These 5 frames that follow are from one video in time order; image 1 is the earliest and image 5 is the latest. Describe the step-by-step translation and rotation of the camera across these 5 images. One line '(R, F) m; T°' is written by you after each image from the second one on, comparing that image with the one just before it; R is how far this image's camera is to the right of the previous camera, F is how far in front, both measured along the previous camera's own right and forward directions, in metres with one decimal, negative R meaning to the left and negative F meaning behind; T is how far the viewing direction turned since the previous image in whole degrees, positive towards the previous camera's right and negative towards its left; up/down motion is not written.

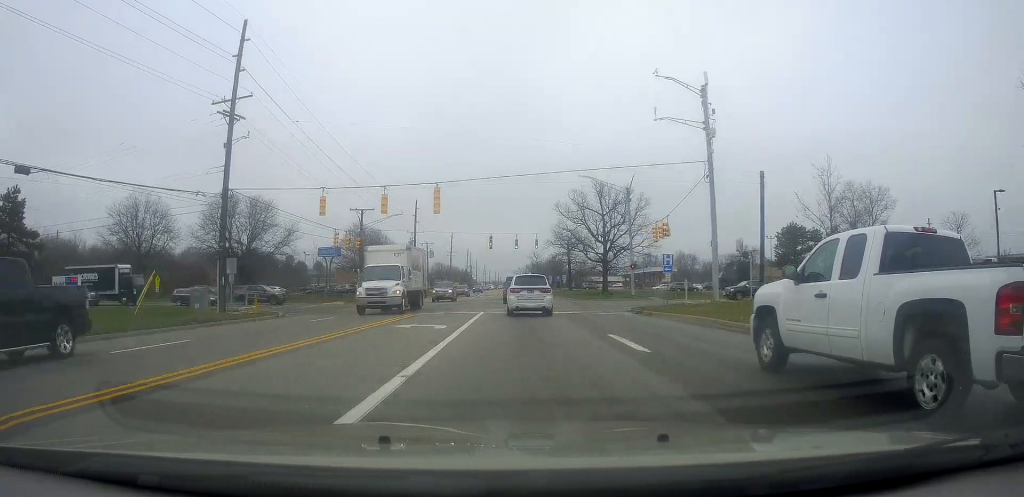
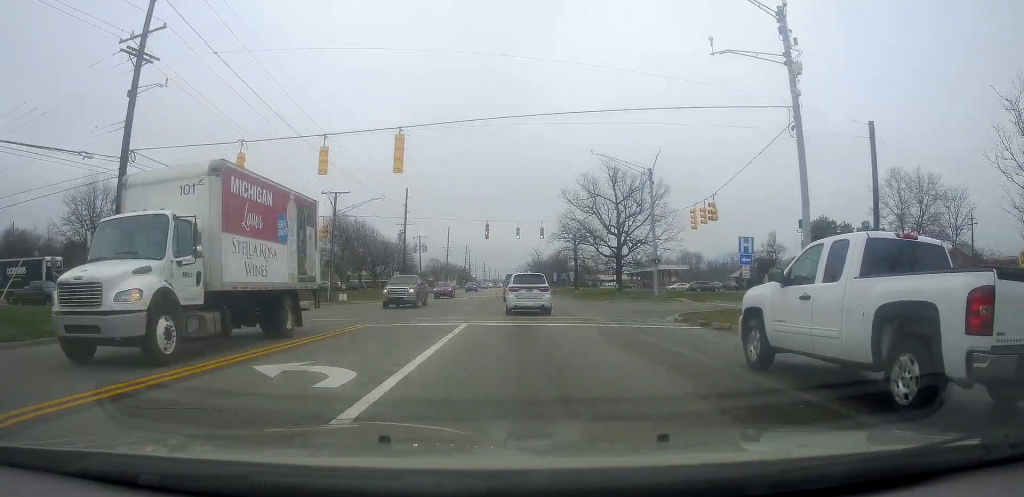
(0.0, +10.4) m; +1°
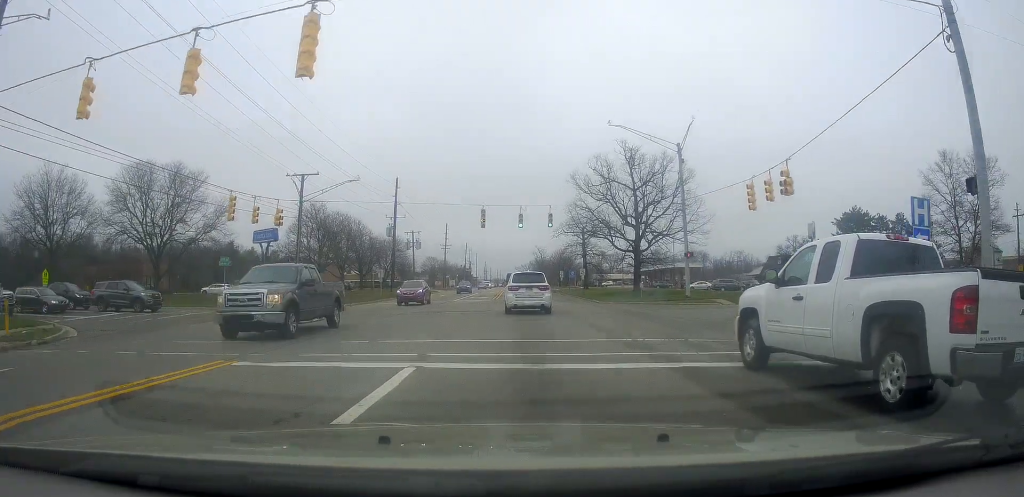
(+0.3, +9.5) m; +2°
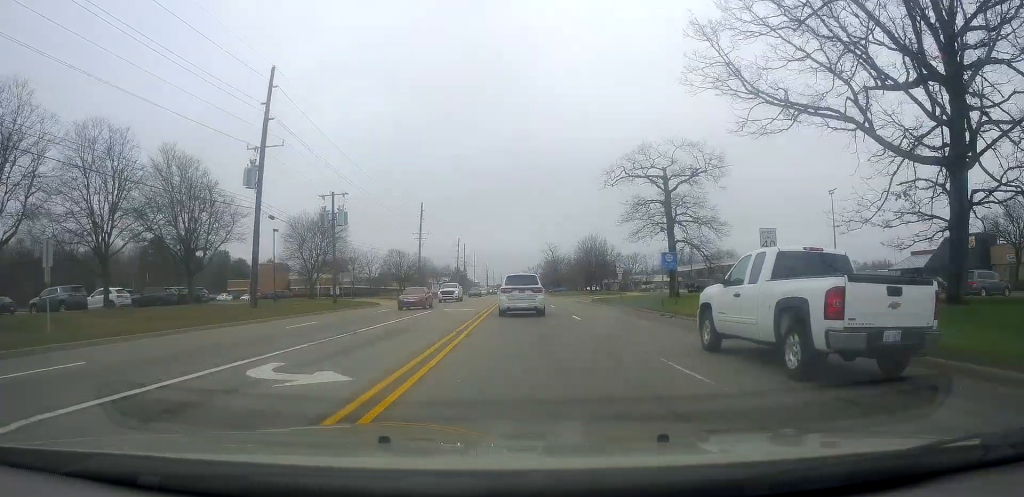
(-1.6, +49.0) m; -3°
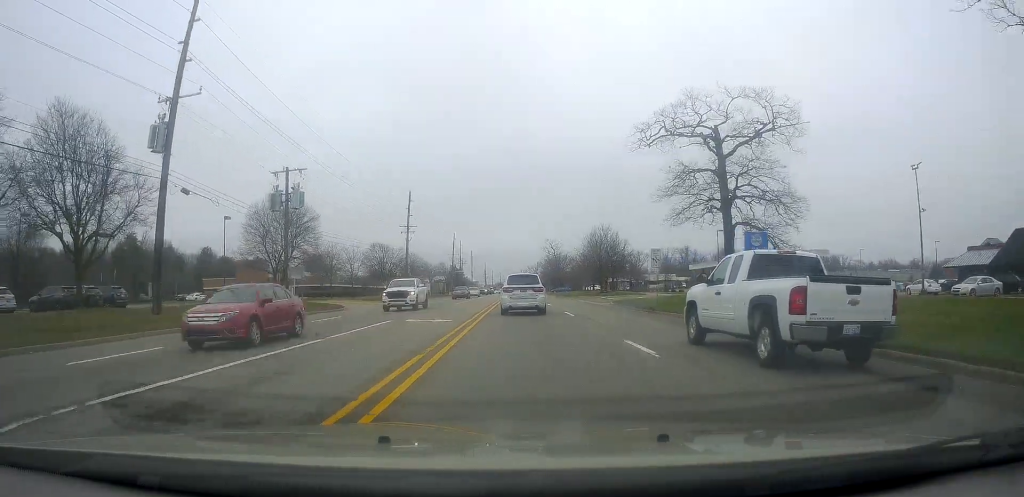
(+0.2, +11.9) m; 0°
